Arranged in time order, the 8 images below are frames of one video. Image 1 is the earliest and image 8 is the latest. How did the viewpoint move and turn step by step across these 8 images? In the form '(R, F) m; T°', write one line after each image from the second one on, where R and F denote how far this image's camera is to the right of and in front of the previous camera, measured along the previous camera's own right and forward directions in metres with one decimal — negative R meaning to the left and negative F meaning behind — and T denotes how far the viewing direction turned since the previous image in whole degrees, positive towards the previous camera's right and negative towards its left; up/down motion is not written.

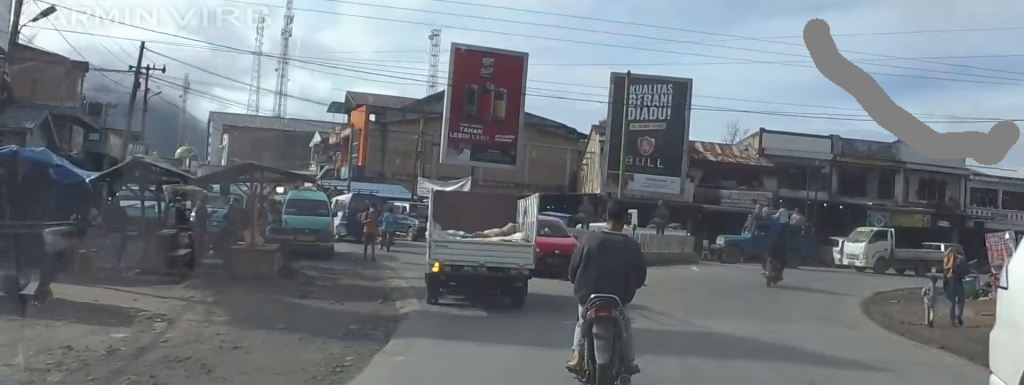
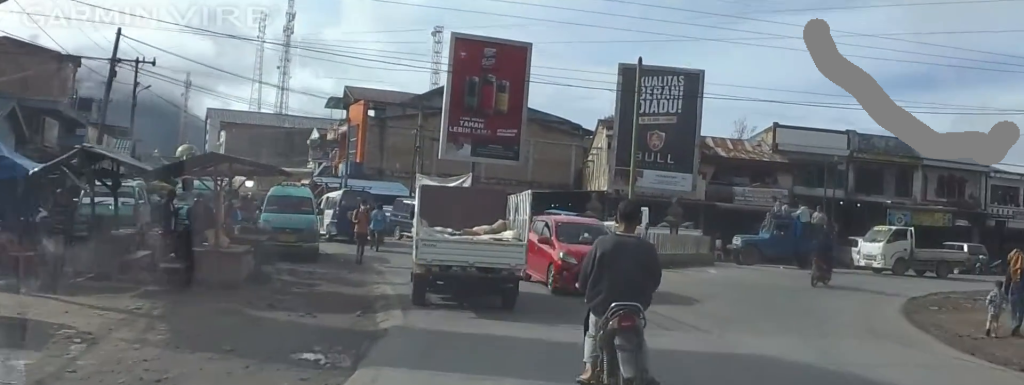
(0.0, +2.3) m; 0°
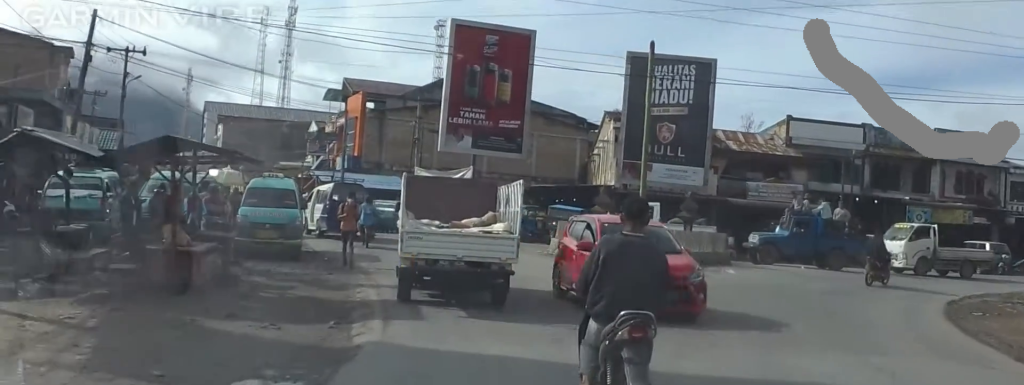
(0.0, +2.1) m; 0°
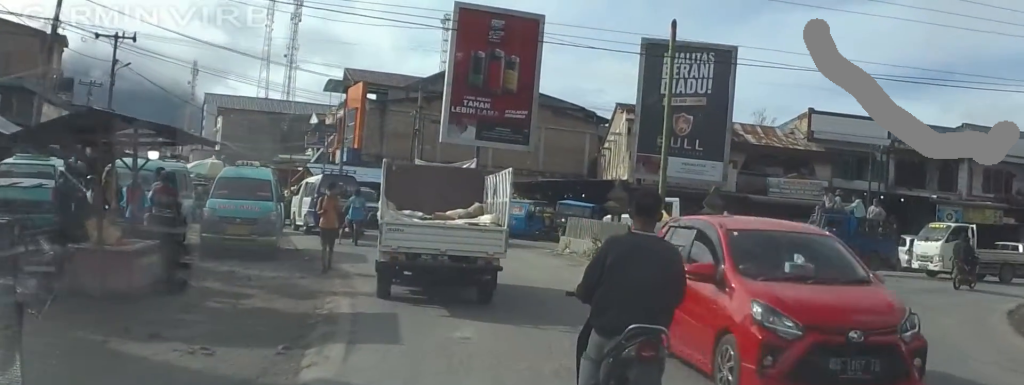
(0.0, +2.9) m; 0°
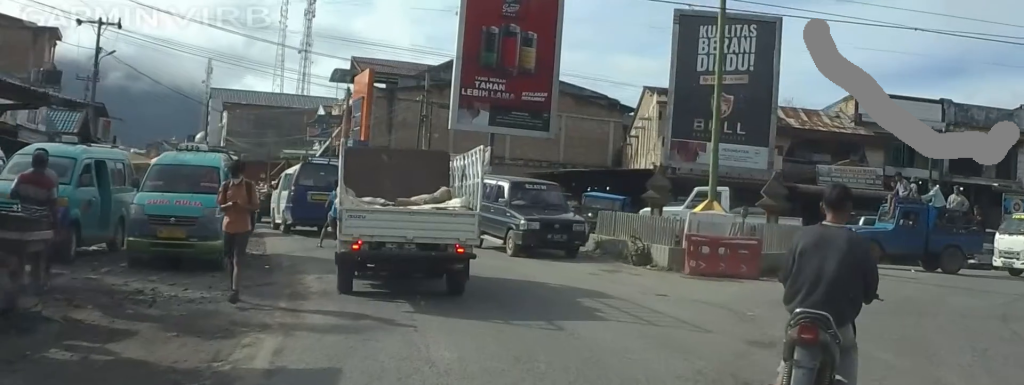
(0.0, +6.4) m; 0°
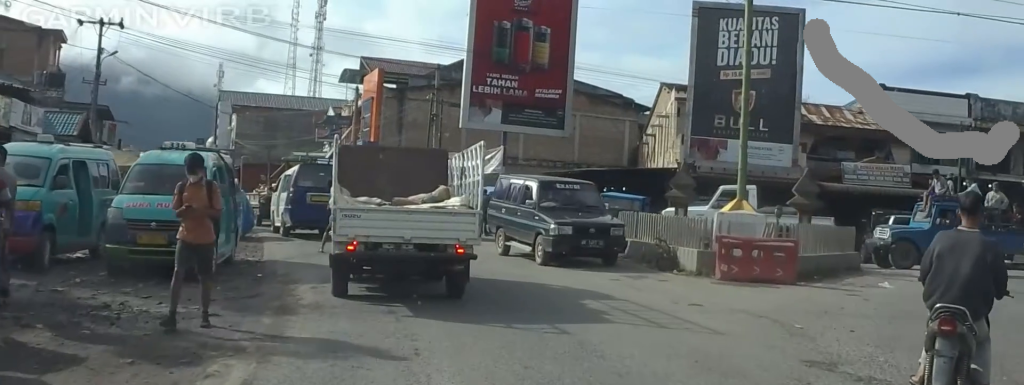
(0.0, +1.9) m; 0°
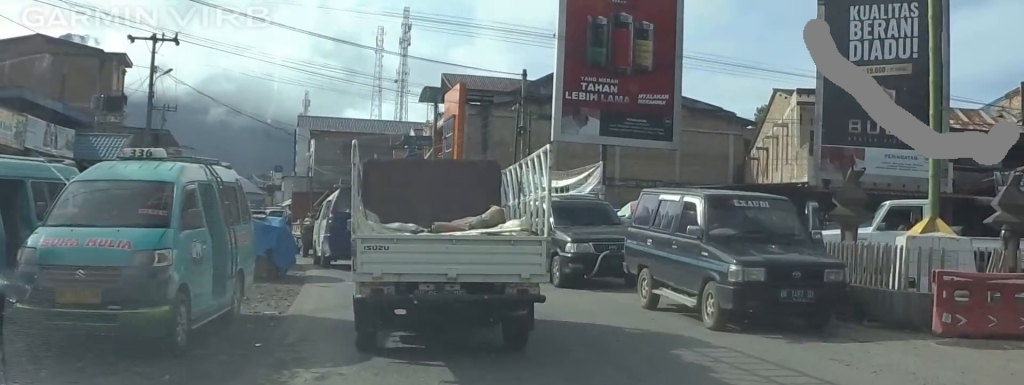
(0.0, +5.4) m; 0°
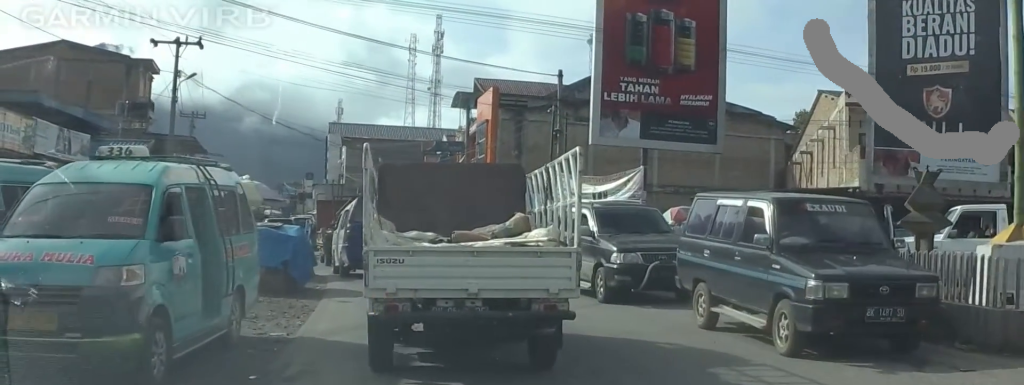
(0.0, +1.4) m; 0°
